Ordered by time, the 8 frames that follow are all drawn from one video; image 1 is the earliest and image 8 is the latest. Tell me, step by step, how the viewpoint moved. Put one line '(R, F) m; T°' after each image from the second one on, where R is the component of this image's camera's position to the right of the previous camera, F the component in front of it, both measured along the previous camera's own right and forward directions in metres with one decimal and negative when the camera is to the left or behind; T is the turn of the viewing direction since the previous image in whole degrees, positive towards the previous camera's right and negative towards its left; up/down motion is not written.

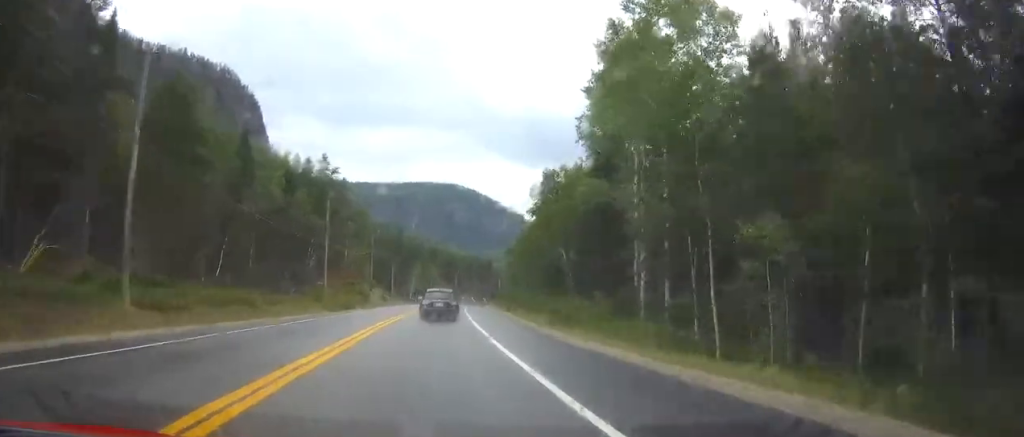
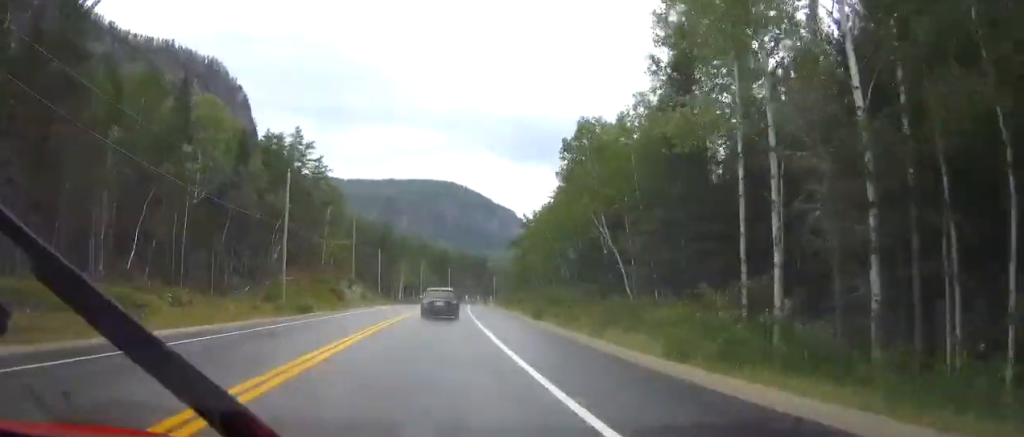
(0.0, +17.2) m; +1°
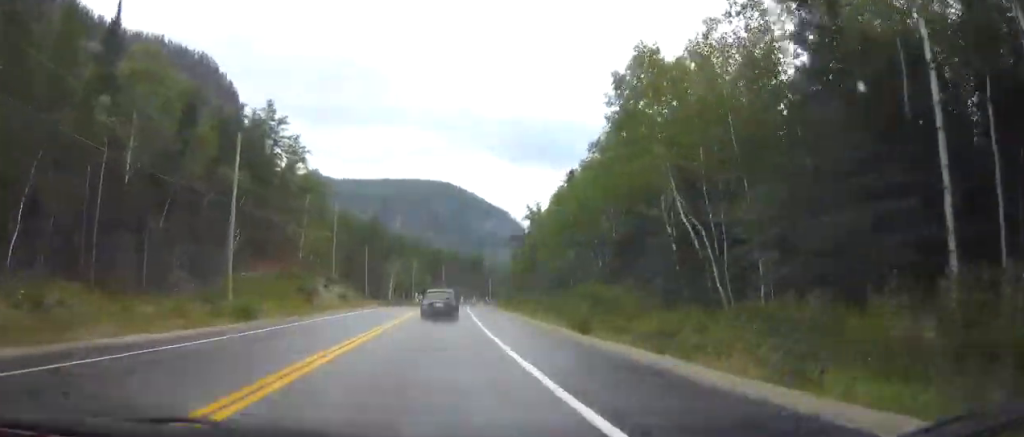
(+0.1, +13.7) m; +1°
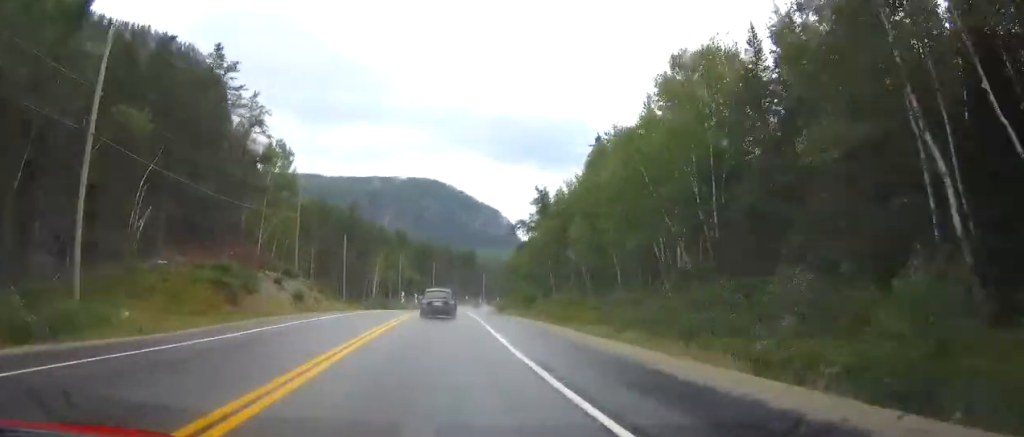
(+0.1, +19.2) m; +1°
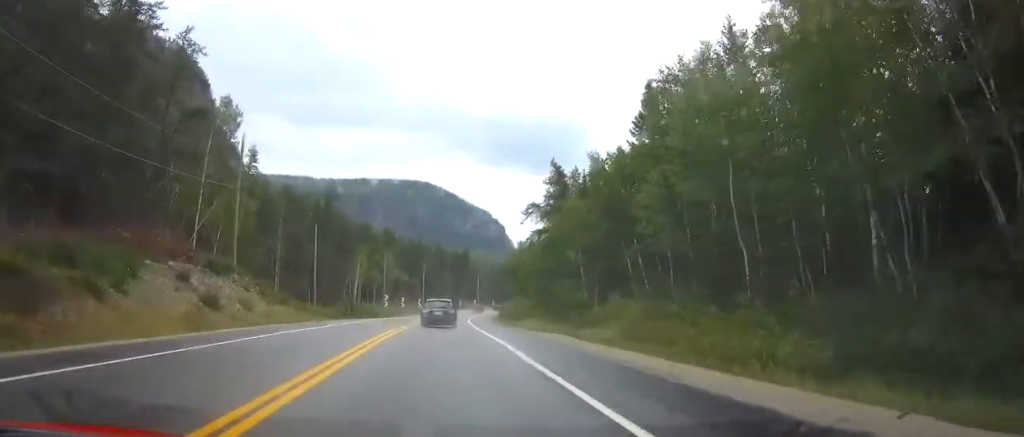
(+0.2, +19.9) m; +1°
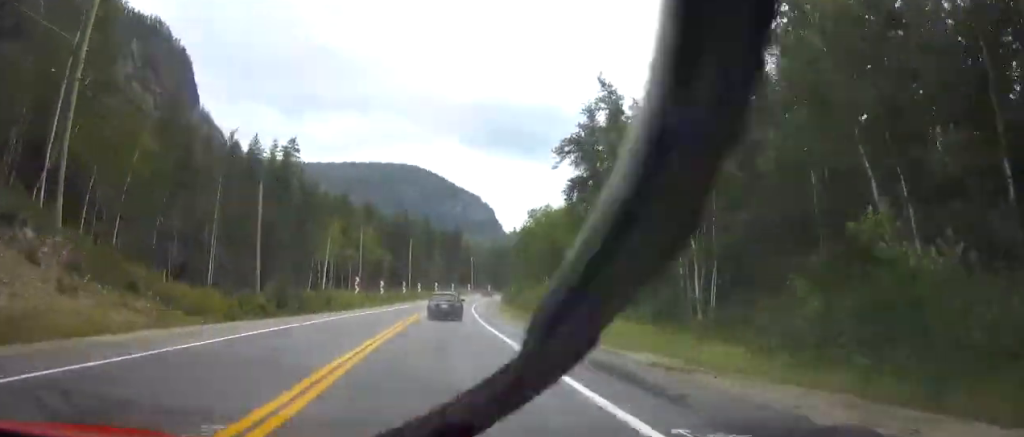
(+0.2, +25.3) m; 0°
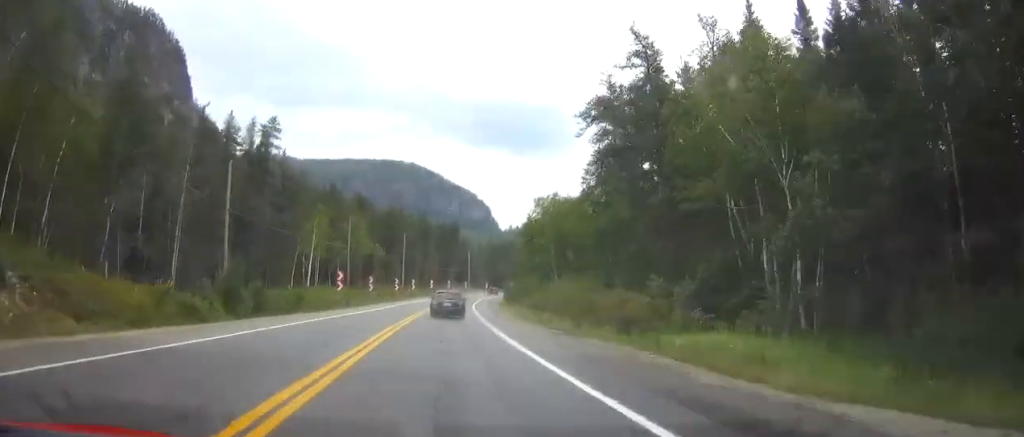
(0.0, +9.5) m; 0°
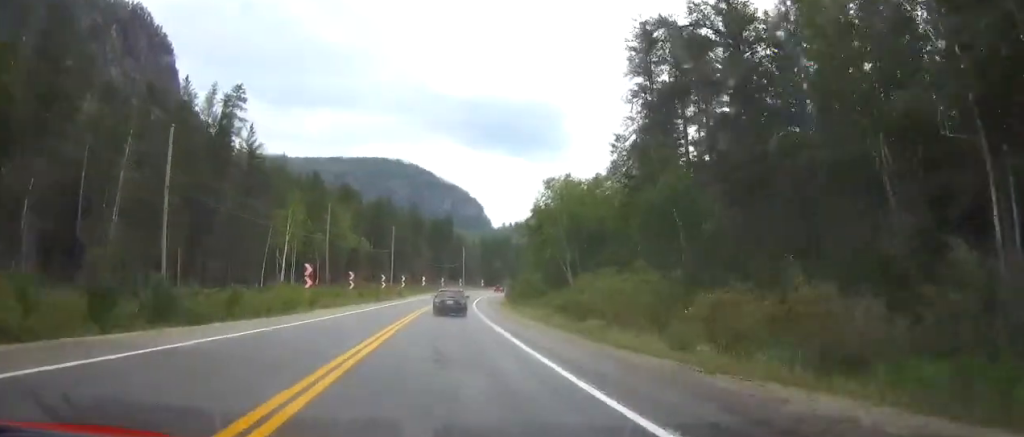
(0.0, +12.7) m; 0°
